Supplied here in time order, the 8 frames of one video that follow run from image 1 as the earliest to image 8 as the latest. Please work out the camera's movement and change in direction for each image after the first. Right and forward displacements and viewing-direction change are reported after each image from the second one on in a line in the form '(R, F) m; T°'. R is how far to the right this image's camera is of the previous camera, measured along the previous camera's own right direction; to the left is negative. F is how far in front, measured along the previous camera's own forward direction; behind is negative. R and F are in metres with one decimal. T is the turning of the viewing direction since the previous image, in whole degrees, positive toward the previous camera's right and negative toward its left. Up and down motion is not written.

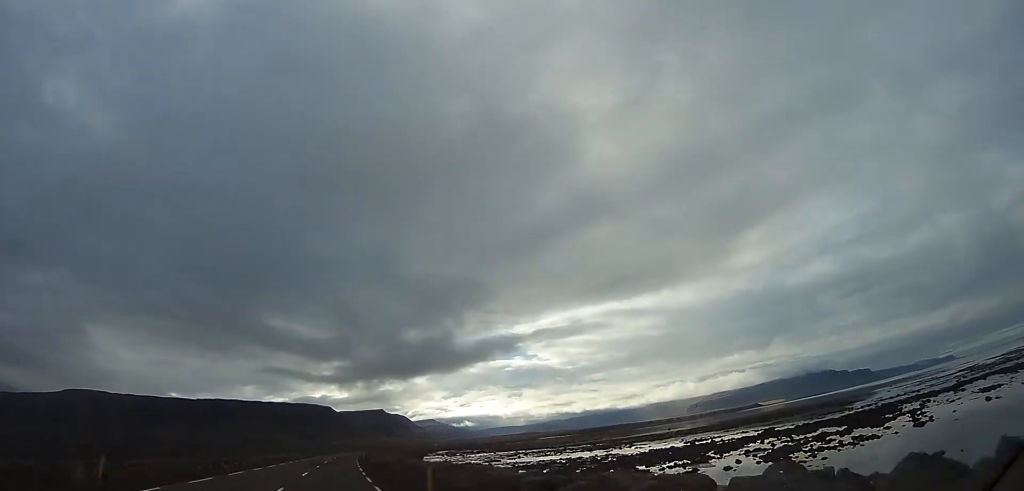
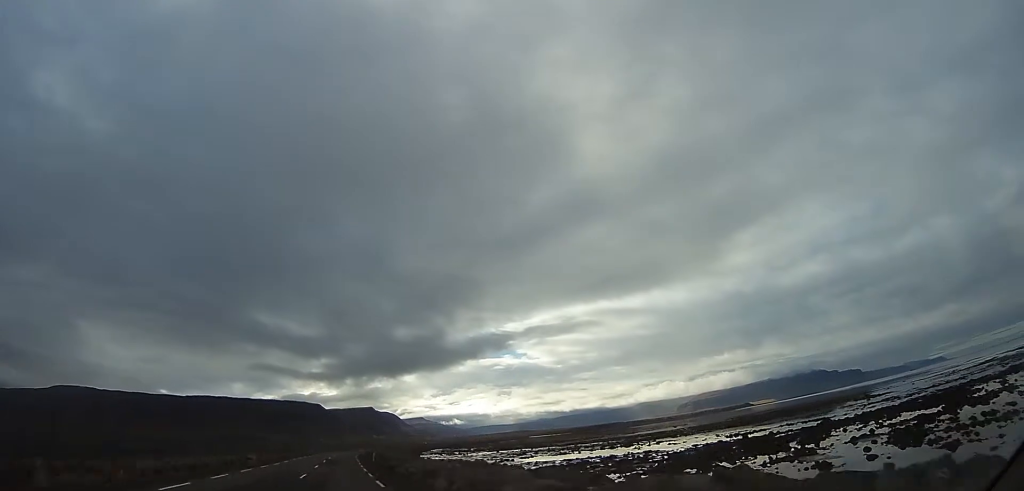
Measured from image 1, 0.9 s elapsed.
(+0.1, +27.5) m; 0°
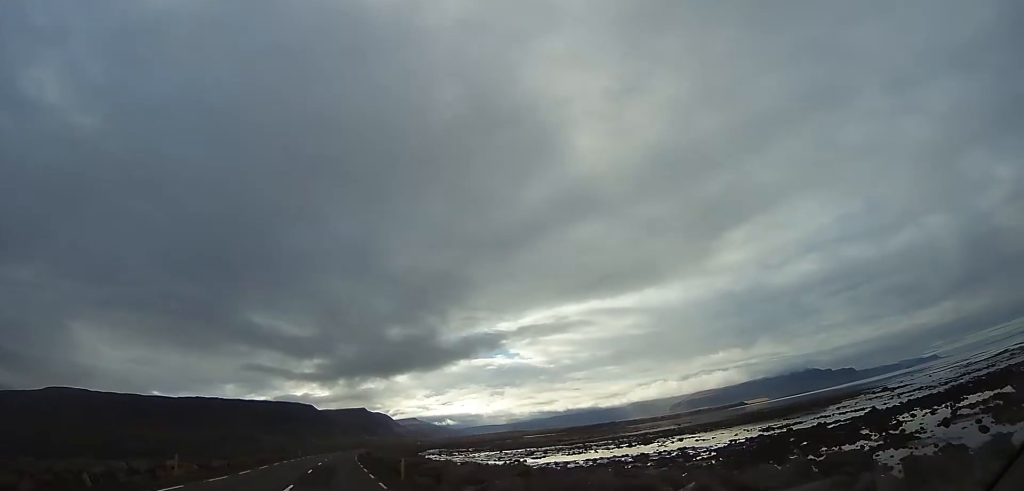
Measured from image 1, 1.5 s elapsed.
(0.0, +18.3) m; +1°
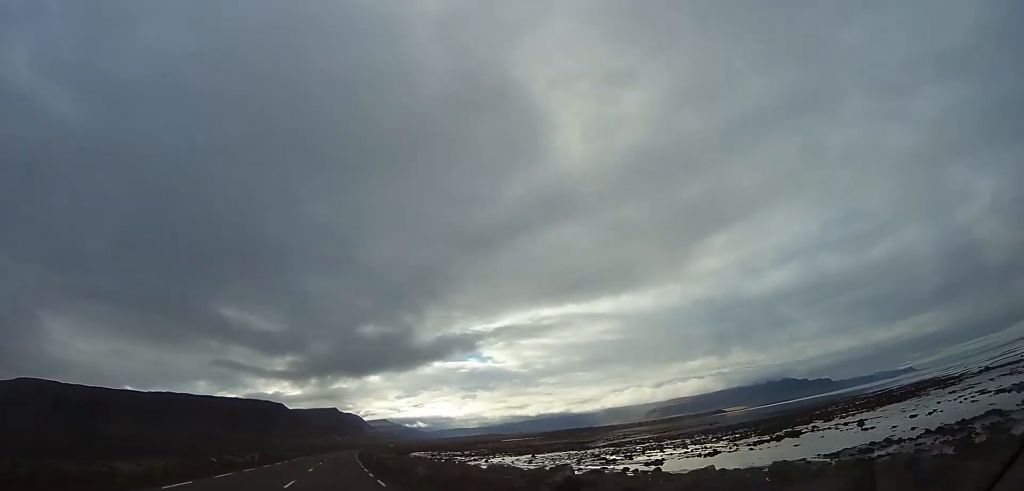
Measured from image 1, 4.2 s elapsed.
(+2.6, +82.2) m; +4°
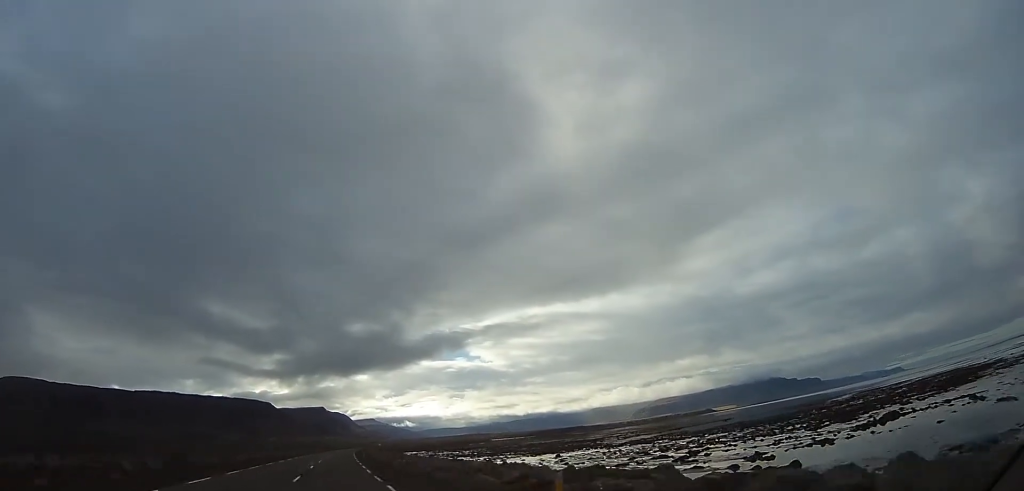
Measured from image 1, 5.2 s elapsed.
(+1.0, +33.3) m; +2°
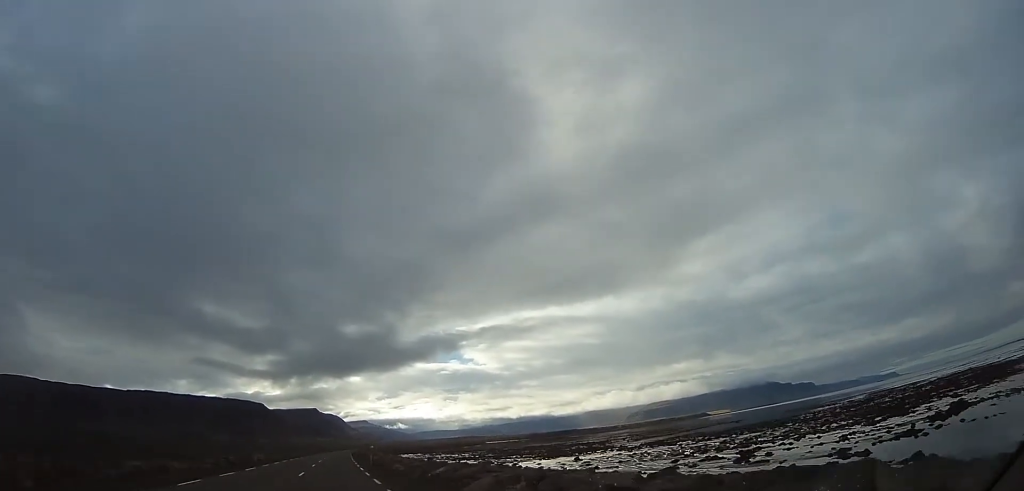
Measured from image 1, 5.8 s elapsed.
(-0.1, +18.7) m; +1°
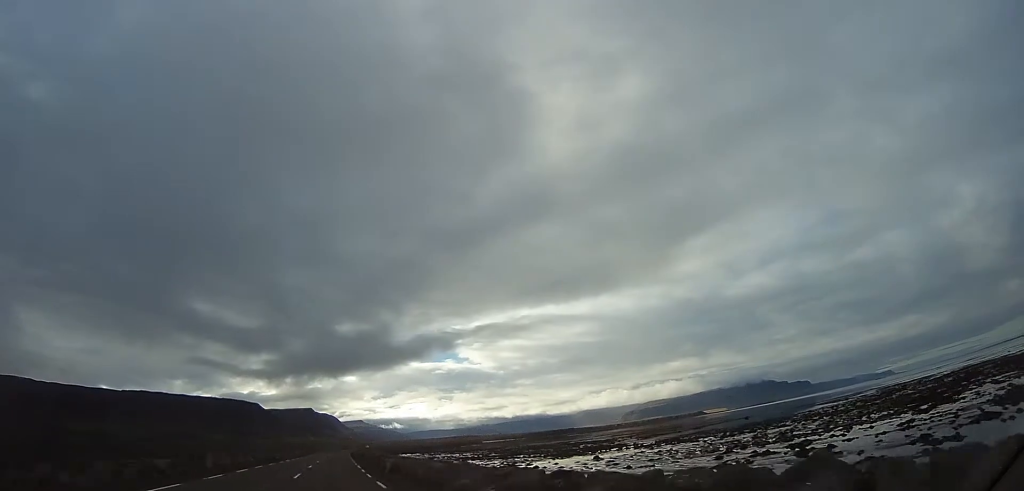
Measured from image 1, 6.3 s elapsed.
(+0.1, +14.5) m; 0°
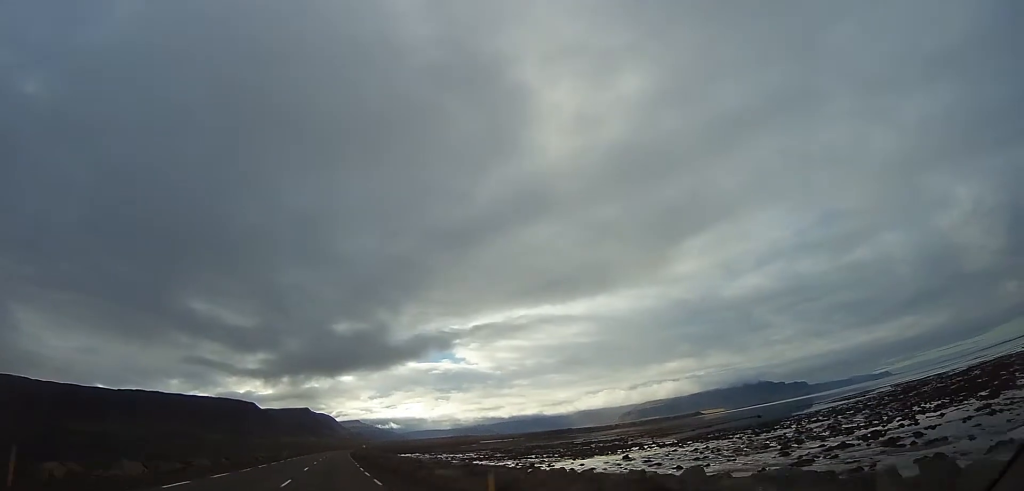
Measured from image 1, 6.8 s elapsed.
(+0.3, +16.6) m; 0°
